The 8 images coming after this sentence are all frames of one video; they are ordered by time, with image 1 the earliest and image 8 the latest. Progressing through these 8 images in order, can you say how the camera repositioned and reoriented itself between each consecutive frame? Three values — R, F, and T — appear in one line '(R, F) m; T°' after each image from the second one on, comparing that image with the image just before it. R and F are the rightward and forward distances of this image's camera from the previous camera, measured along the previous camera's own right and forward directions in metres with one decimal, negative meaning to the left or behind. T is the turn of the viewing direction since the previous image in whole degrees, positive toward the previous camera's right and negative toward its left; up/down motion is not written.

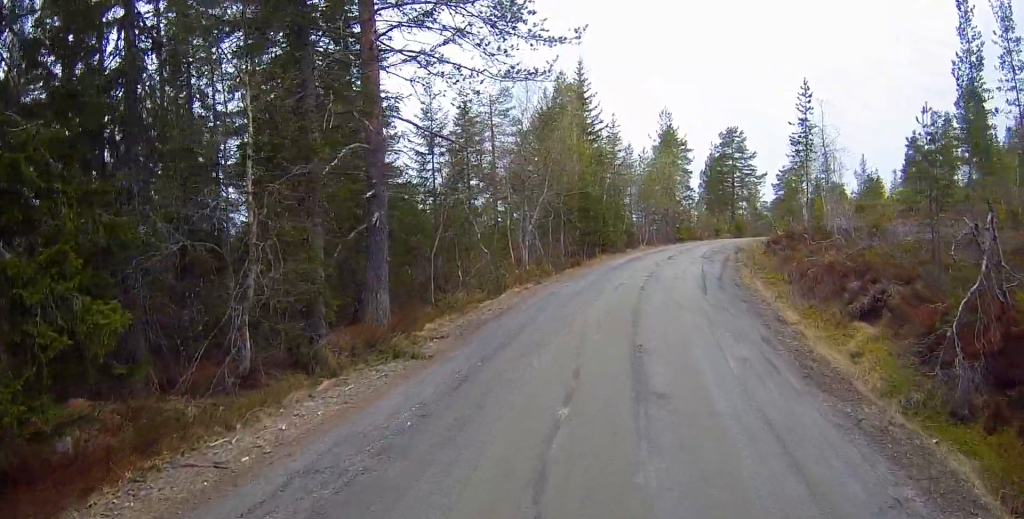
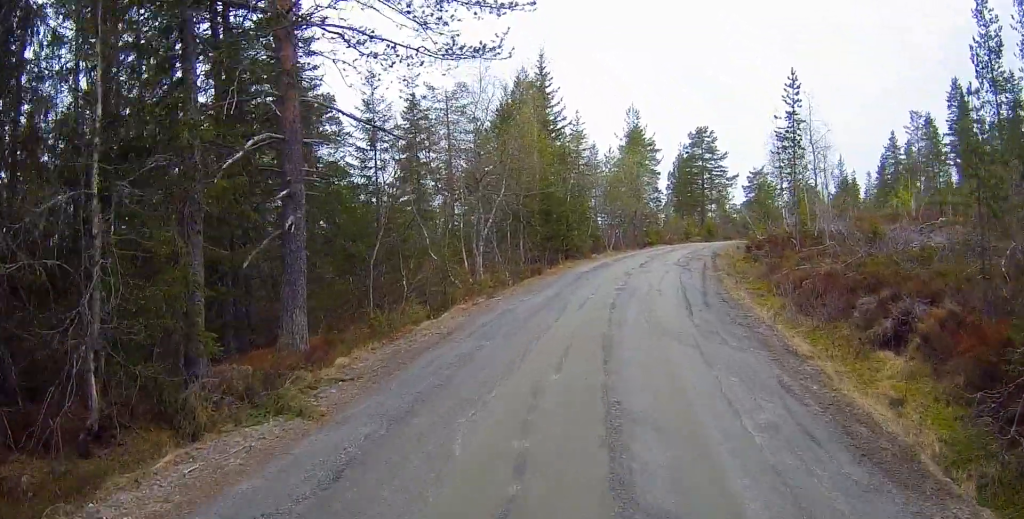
(+0.2, +2.9) m; +3°
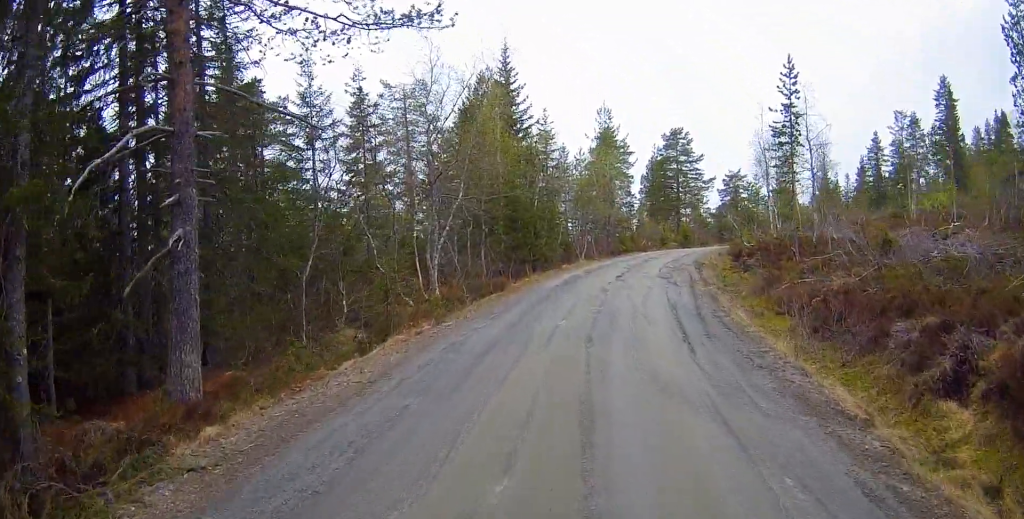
(+0.1, +3.1) m; +4°
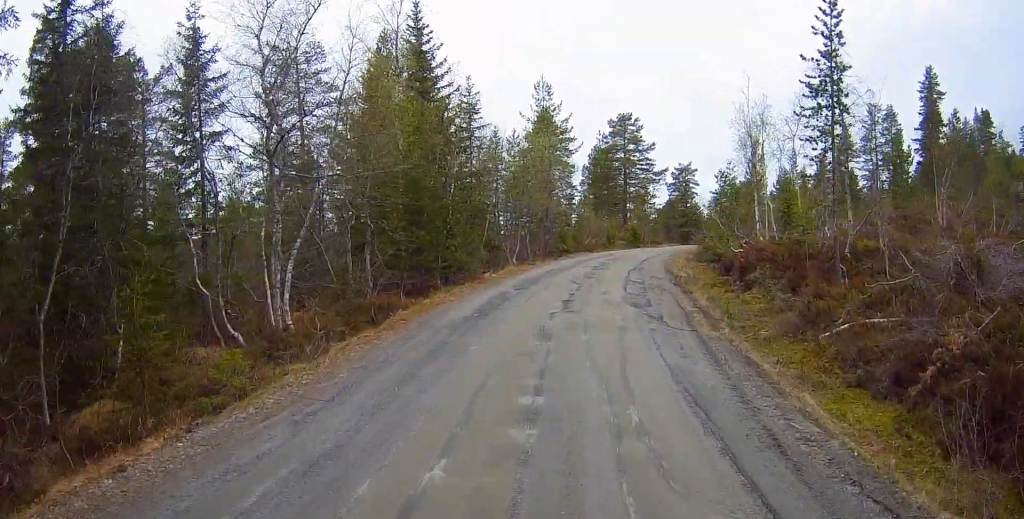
(+0.8, +7.8) m; +11°
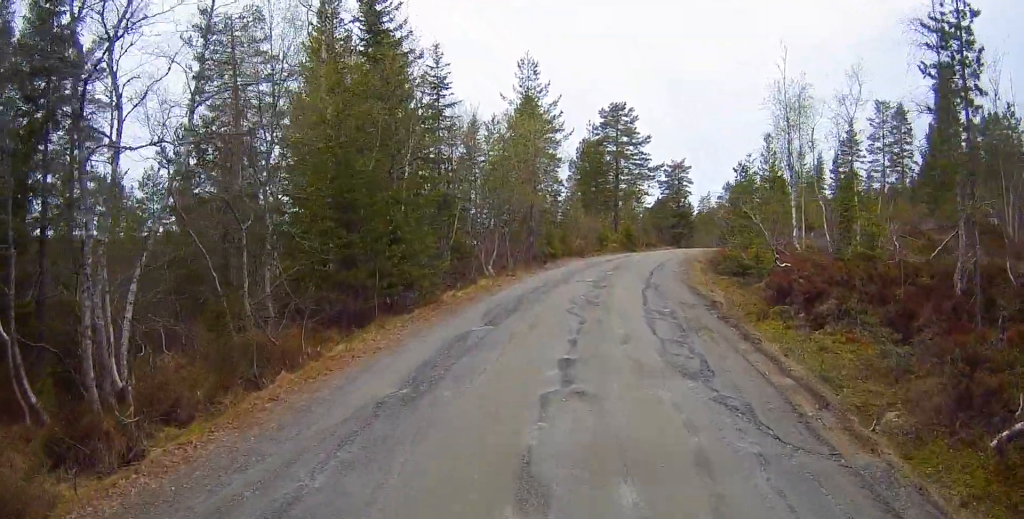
(0.0, +5.8) m; +1°
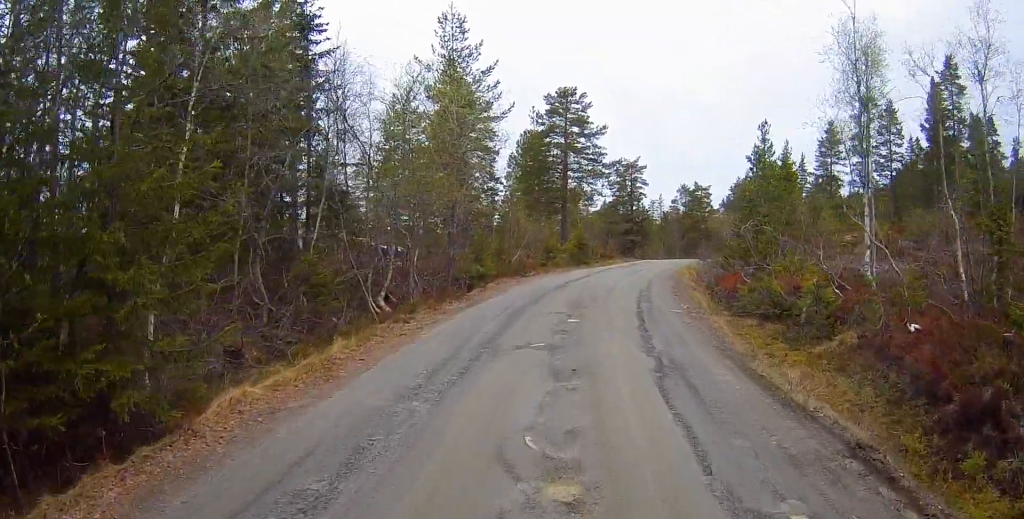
(0.0, +8.9) m; 0°
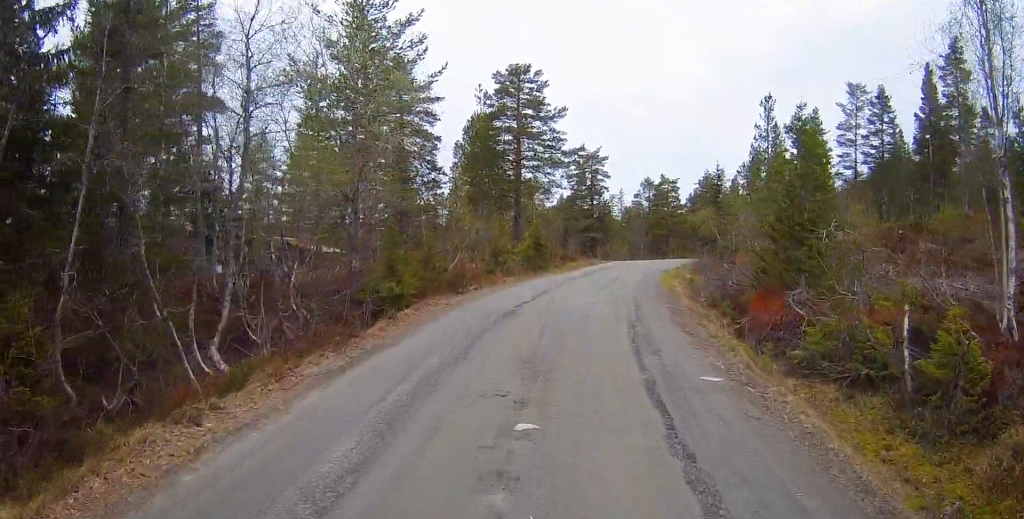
(+0.1, +6.7) m; +4°
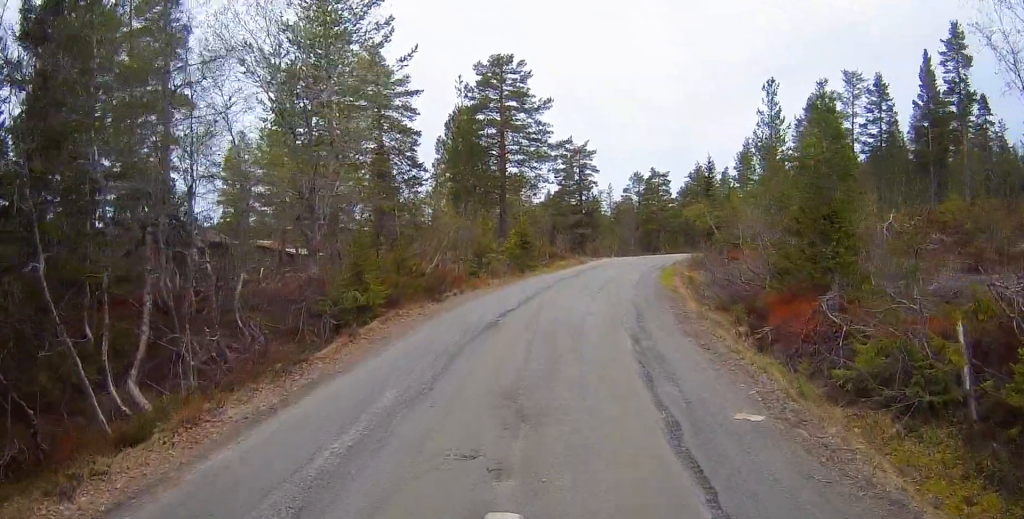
(+0.1, +2.0) m; +2°
